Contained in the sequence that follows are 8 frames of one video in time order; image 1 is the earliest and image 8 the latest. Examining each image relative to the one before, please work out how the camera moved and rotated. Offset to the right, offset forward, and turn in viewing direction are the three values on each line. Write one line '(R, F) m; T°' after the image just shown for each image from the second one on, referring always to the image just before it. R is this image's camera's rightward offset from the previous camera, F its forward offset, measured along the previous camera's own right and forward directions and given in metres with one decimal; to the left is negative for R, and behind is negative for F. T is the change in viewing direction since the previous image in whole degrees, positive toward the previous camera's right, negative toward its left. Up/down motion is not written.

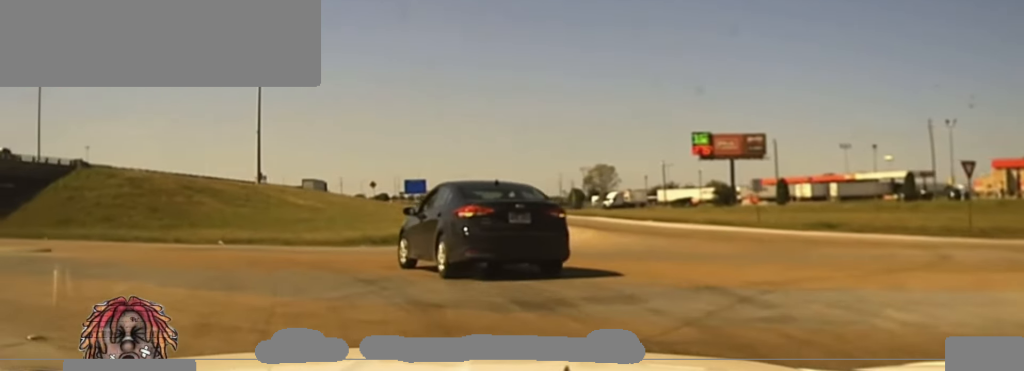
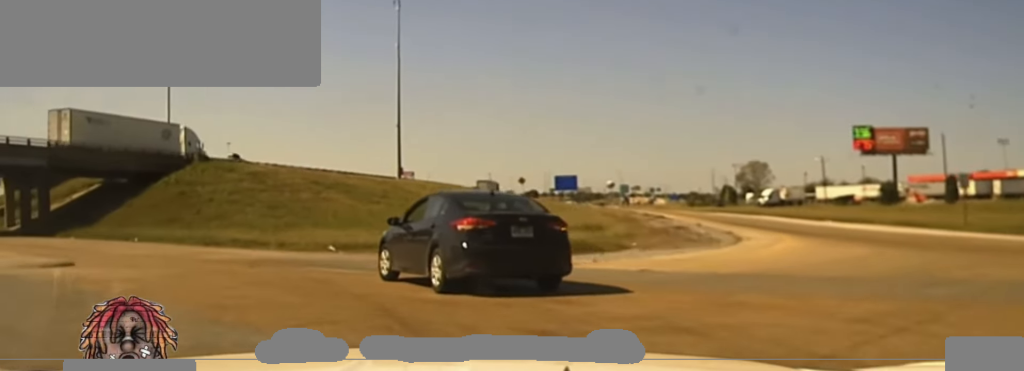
(-0.6, +4.5) m; -7°
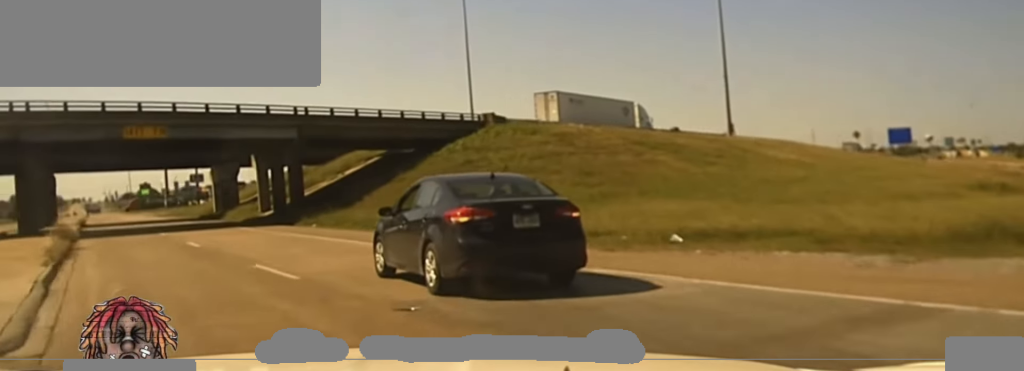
(-0.3, +14.4) m; -5°
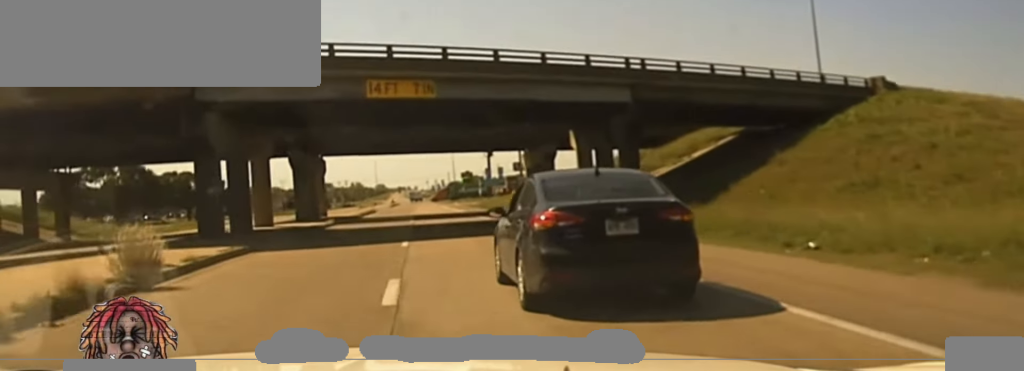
(-1.4, +15.1) m; -12°
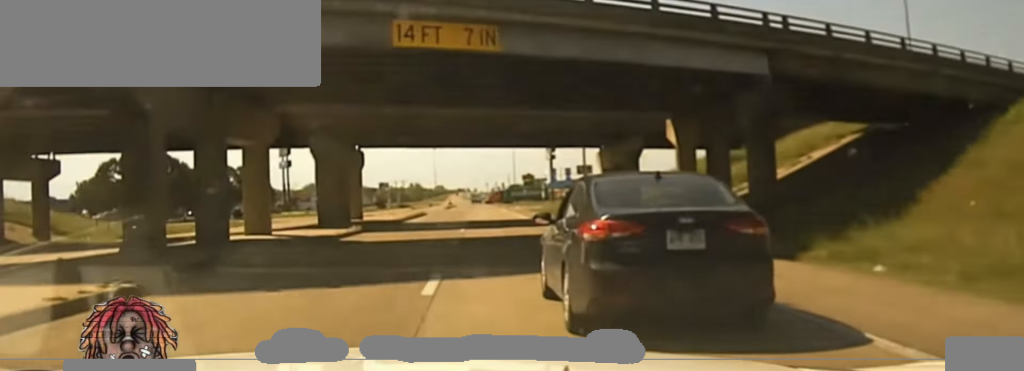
(-0.6, +9.6) m; -7°
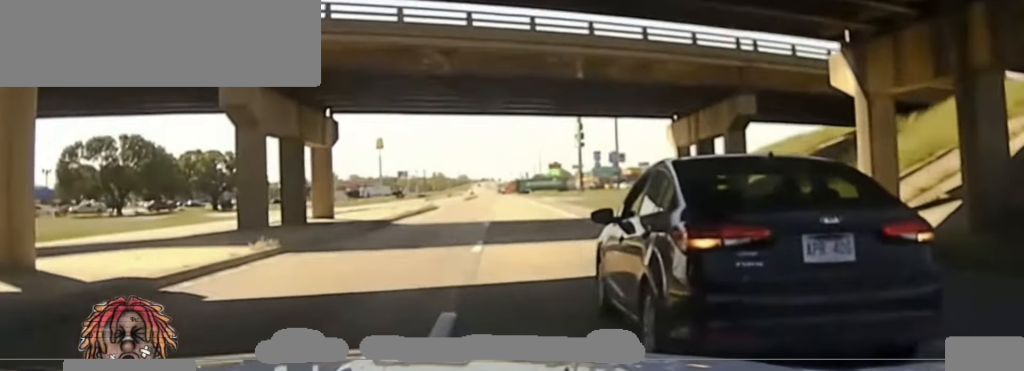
(-1.0, +17.3) m; -4°
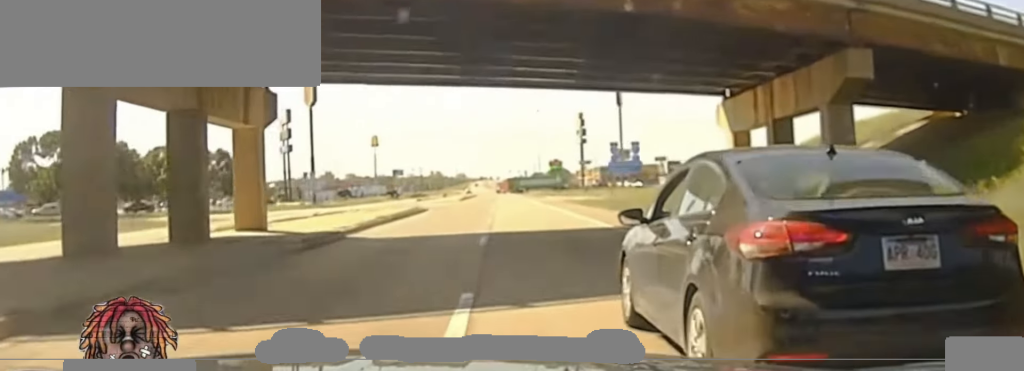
(-0.1, +12.1) m; 0°
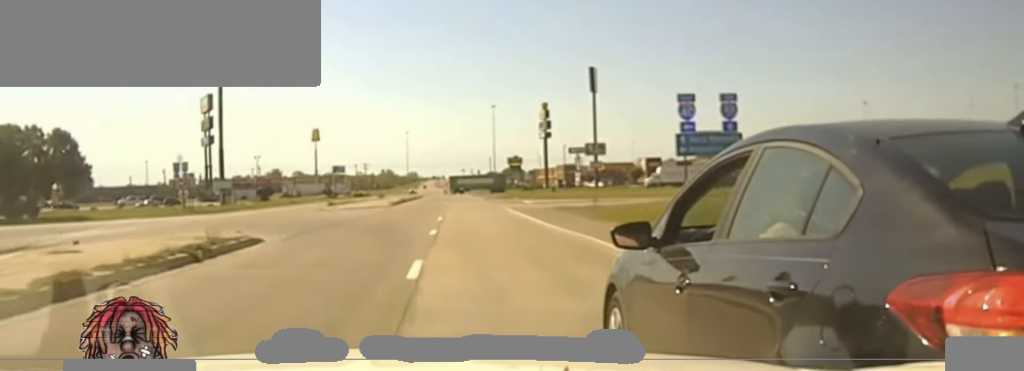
(-0.2, +35.3) m; -1°
